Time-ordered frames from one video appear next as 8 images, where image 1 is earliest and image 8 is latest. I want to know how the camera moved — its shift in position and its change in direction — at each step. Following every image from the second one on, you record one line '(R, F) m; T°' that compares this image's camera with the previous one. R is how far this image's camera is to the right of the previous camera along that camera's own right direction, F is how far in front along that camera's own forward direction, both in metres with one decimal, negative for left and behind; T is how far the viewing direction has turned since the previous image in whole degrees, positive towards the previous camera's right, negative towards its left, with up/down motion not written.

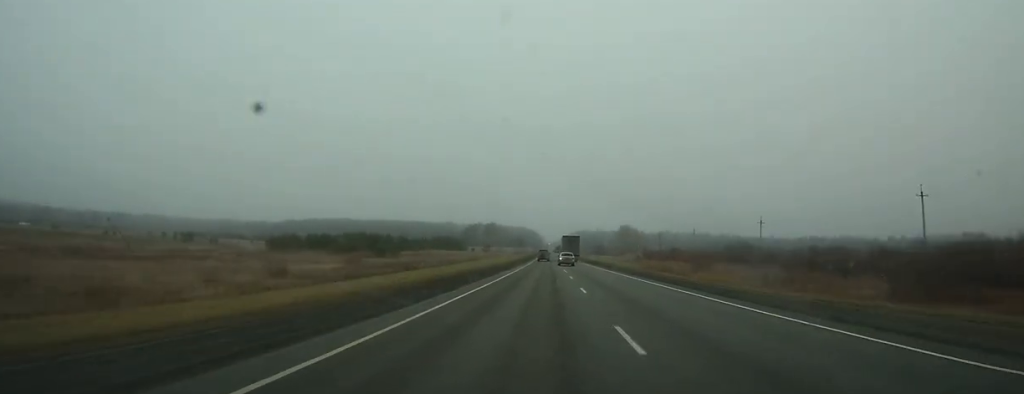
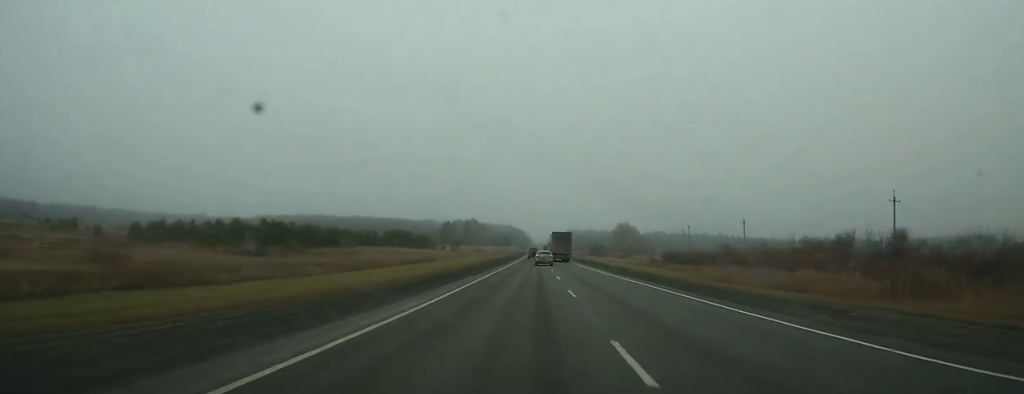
(+0.5, +51.7) m; +1°
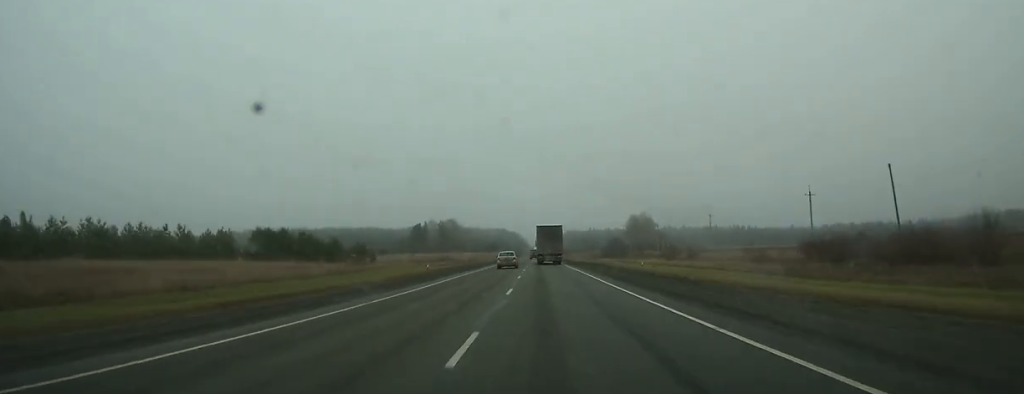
(+1.0, +91.3) m; +1°
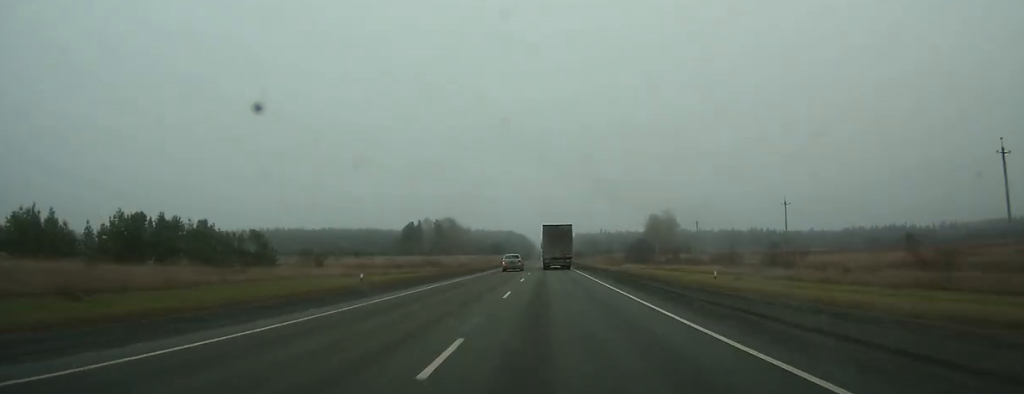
(-0.1, +42.1) m; 0°
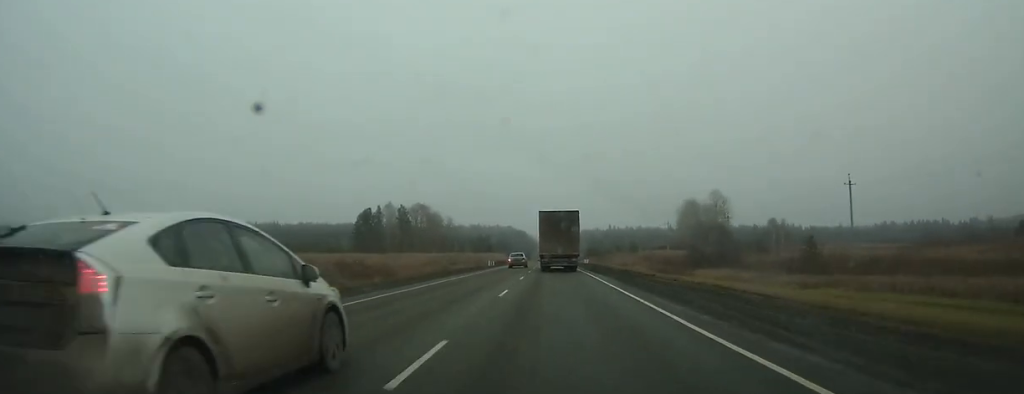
(-0.3, +78.8) m; -1°
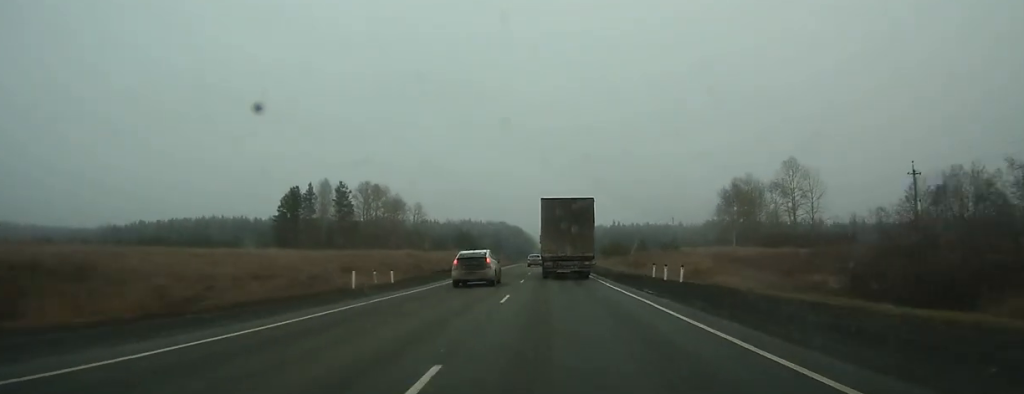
(-0.3, +61.1) m; 0°
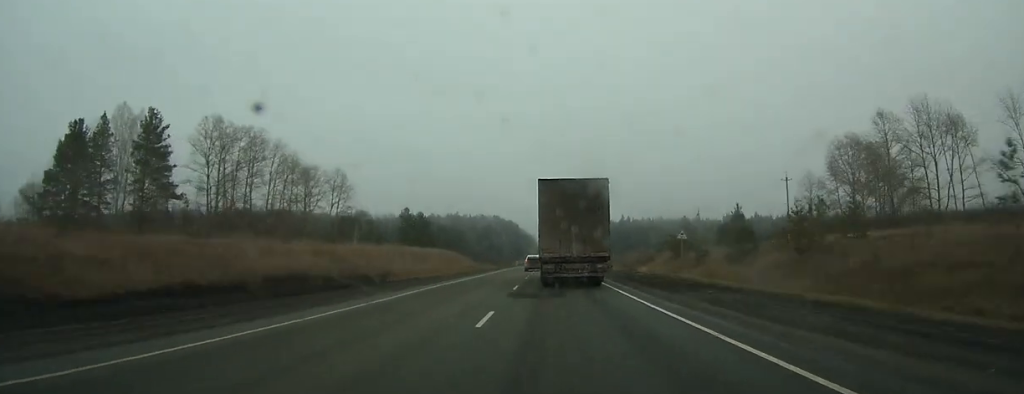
(+0.3, +76.9) m; 0°
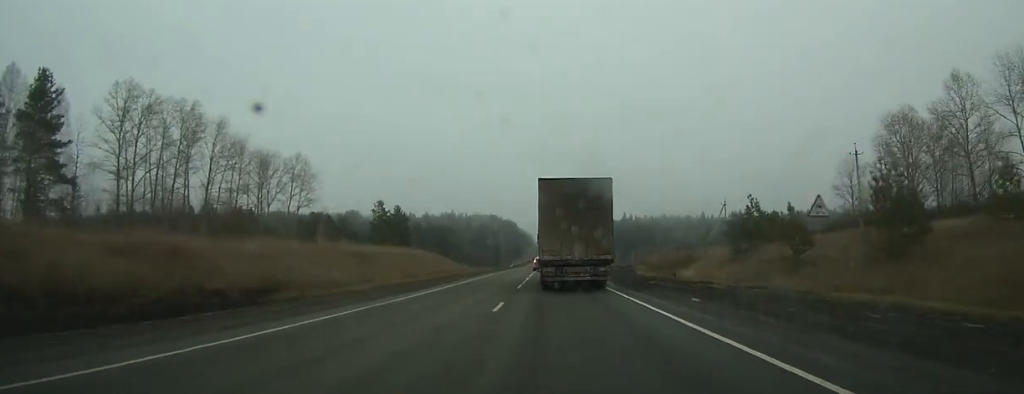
(0.0, +20.4) m; 0°
